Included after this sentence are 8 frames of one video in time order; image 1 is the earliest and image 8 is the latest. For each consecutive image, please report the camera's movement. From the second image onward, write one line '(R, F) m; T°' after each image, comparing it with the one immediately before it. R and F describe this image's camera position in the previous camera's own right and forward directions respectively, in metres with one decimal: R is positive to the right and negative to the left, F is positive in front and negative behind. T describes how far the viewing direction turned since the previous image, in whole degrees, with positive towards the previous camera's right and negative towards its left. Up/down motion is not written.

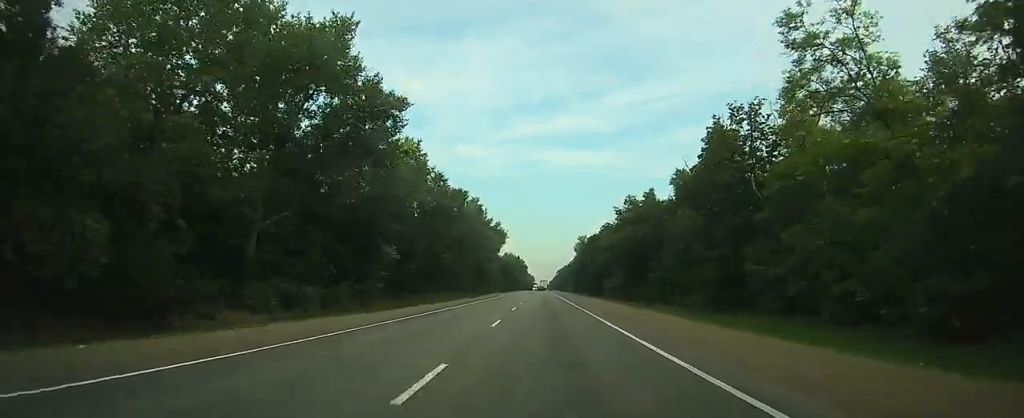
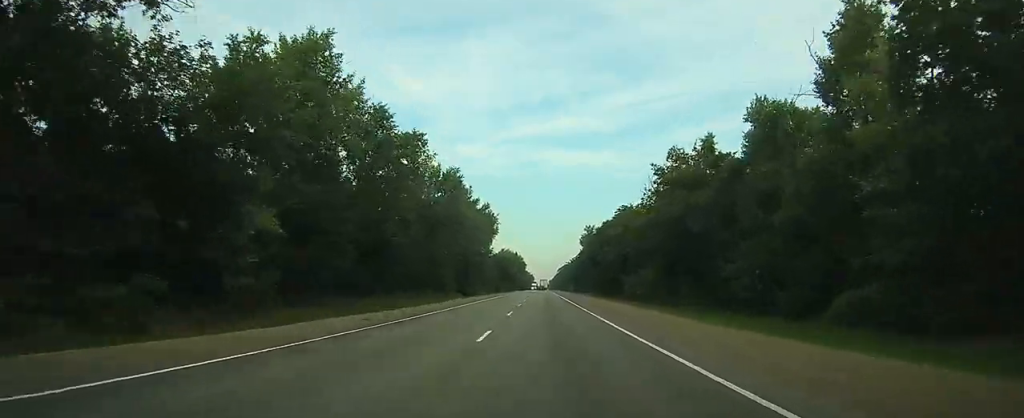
(+0.1, +29.5) m; 0°
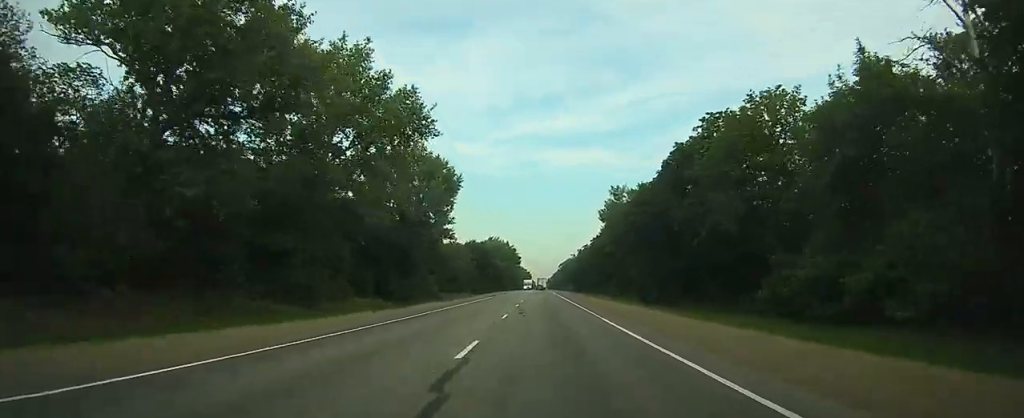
(+0.3, +64.1) m; 0°
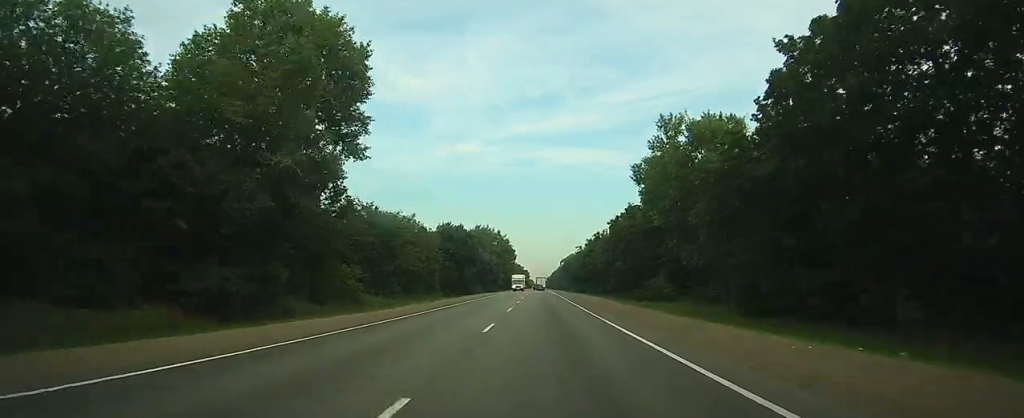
(-0.1, +43.0) m; 0°
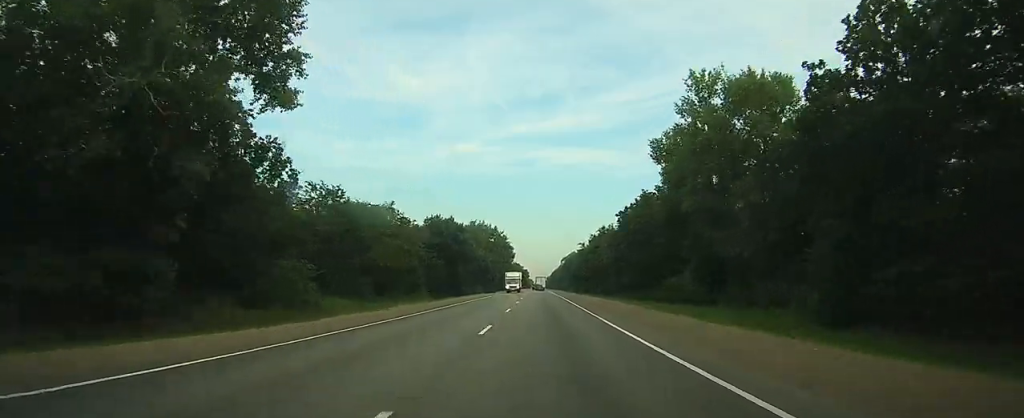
(0.0, +12.8) m; 0°
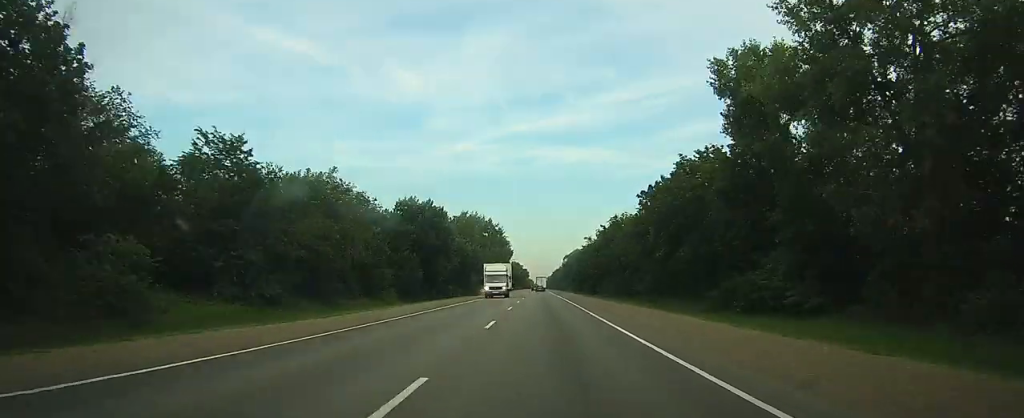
(0.0, +22.3) m; 0°
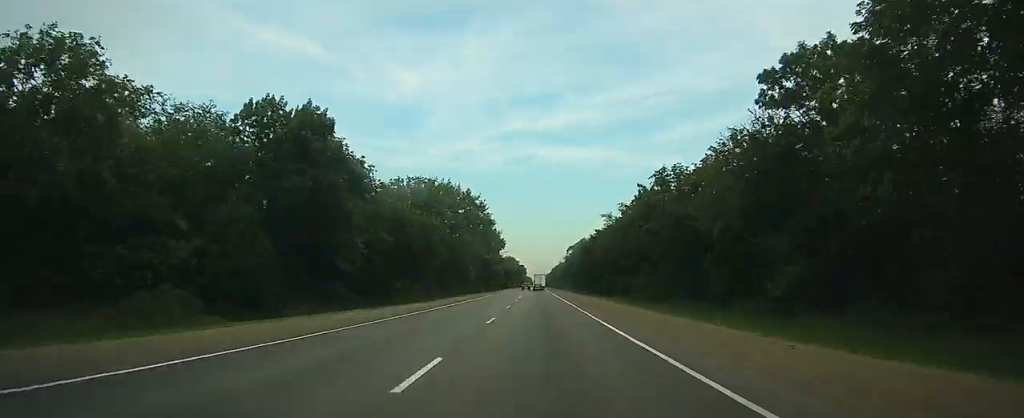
(+0.1, +46.7) m; 0°
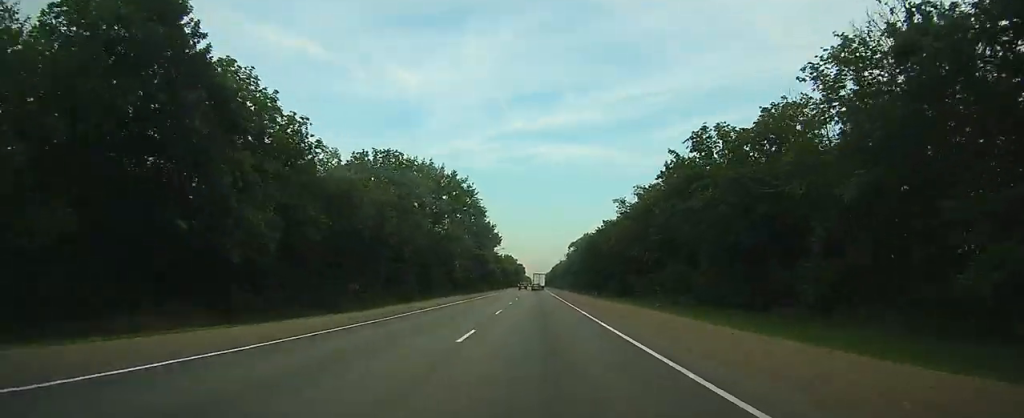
(0.0, +18.4) m; 0°
